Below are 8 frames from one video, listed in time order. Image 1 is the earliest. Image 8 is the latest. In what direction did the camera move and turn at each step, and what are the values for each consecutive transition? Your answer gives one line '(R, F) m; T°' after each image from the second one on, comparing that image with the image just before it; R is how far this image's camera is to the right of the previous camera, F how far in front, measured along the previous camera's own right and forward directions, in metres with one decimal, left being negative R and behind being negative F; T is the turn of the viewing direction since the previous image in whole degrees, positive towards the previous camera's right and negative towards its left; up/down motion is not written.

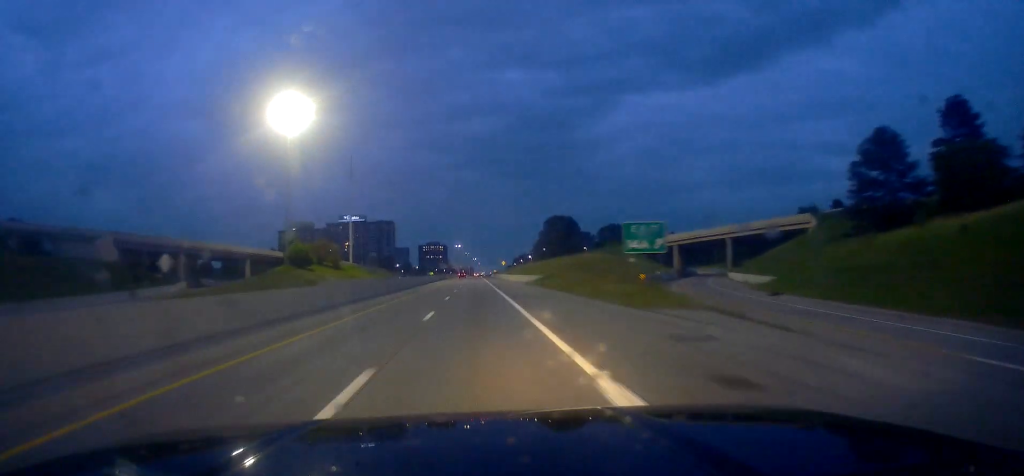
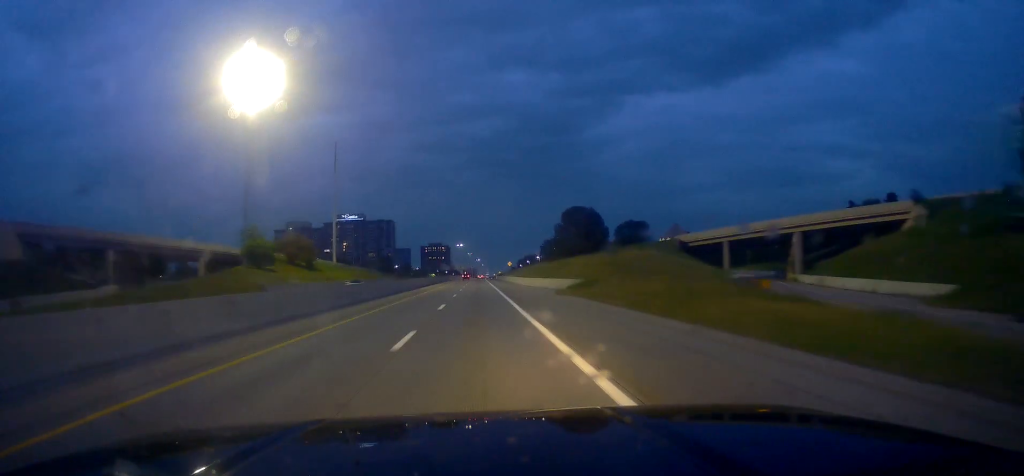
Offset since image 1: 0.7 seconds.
(+0.3, +24.2) m; 0°
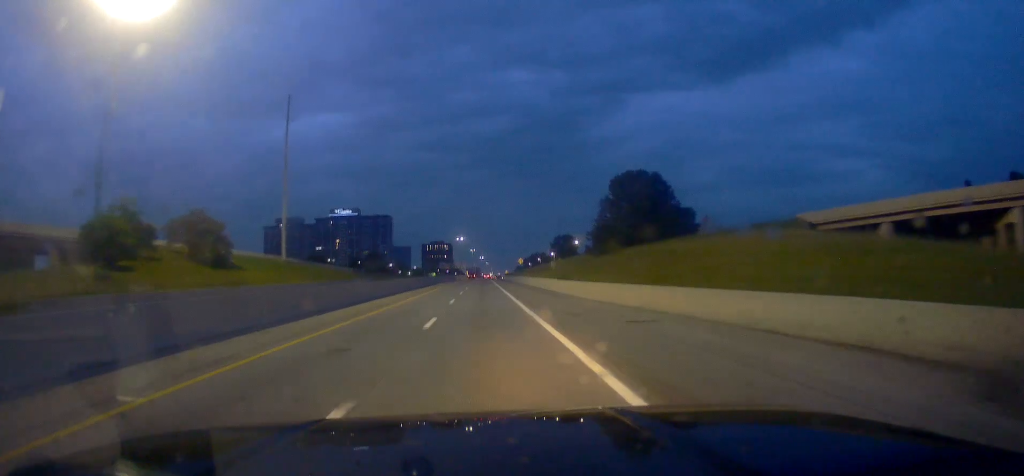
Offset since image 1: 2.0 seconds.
(-0.8, +40.6) m; -2°
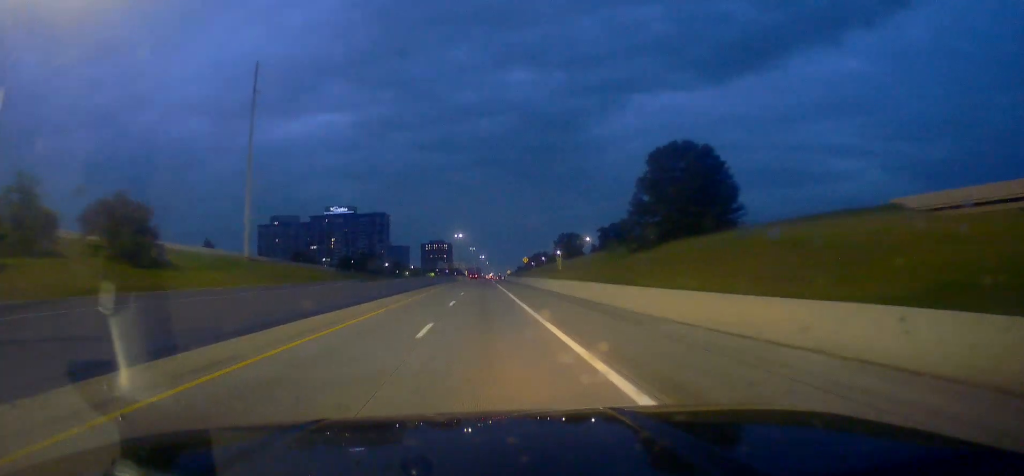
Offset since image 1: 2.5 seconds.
(-0.2, +17.5) m; 0°
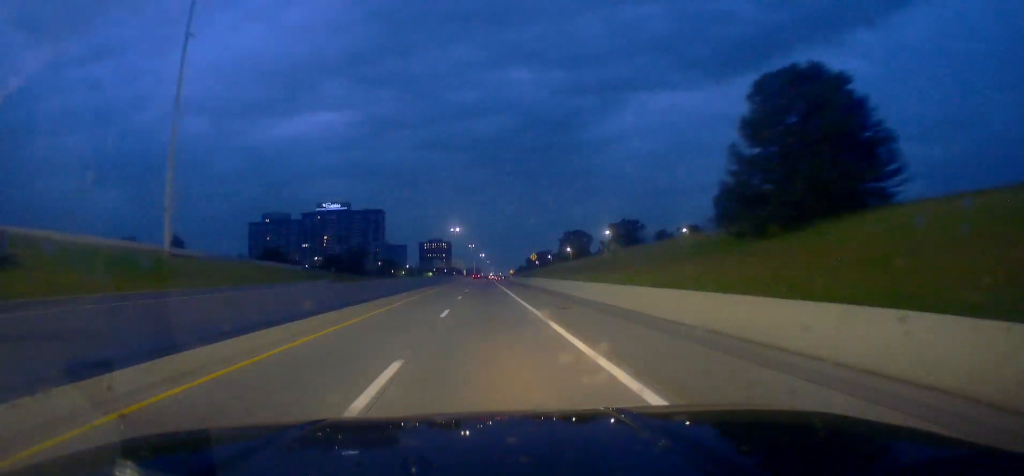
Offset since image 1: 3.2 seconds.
(+0.1, +24.2) m; 0°
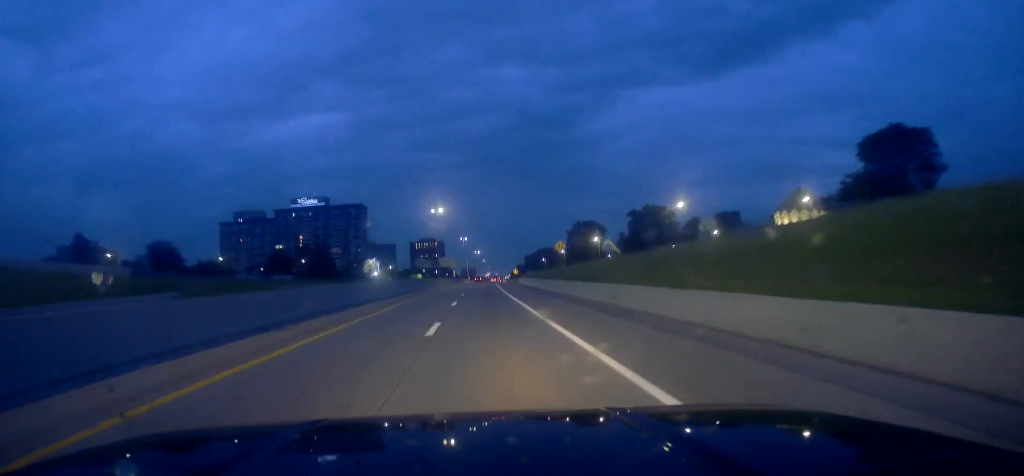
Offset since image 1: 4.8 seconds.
(+0.1, +51.6) m; -1°
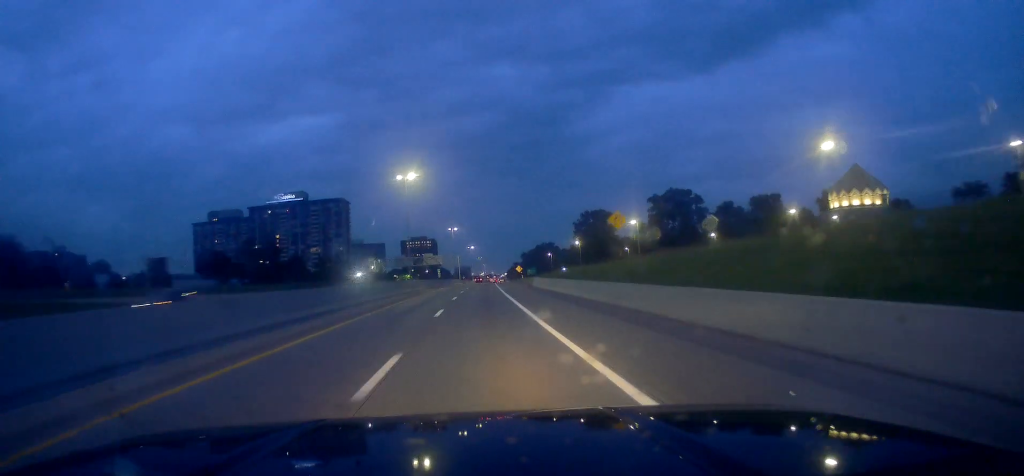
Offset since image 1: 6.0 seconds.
(-0.2, +38.3) m; +1°
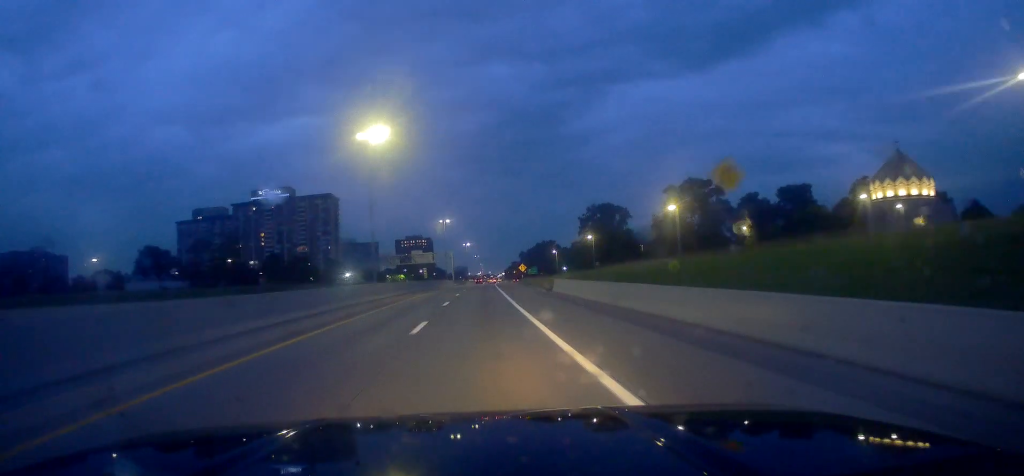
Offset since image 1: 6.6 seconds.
(+0.6, +21.9) m; +1°
